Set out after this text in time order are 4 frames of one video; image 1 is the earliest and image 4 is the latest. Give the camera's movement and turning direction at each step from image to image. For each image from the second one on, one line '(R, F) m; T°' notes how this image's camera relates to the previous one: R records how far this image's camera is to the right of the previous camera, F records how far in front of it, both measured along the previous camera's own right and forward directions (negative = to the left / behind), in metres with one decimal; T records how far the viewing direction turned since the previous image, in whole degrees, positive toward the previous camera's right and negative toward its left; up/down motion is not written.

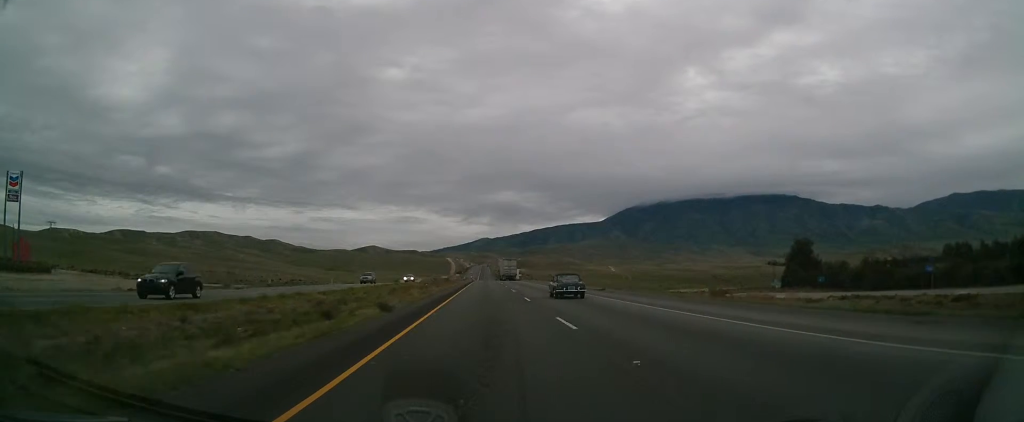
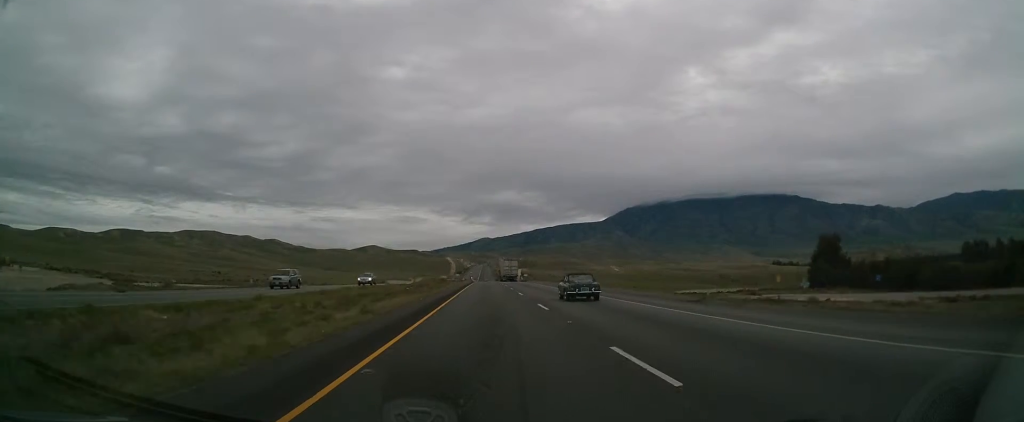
(+0.1, +21.2) m; 0°
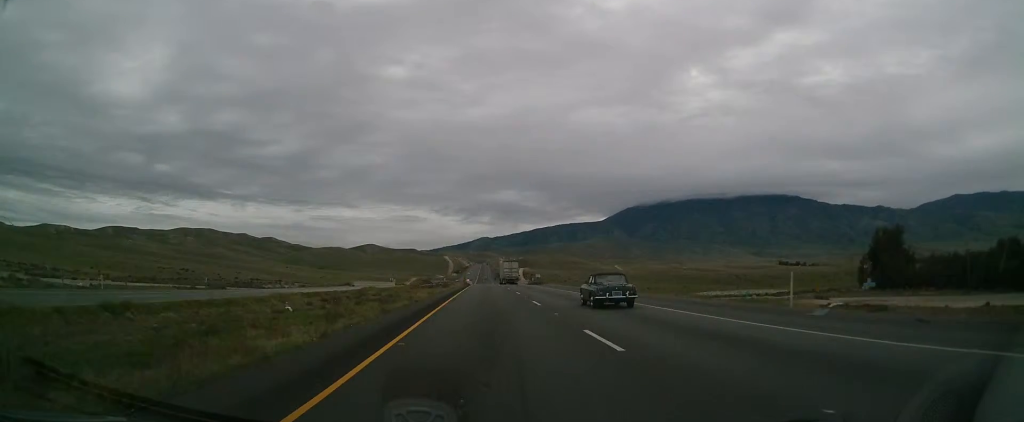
(+0.2, +43.2) m; 0°
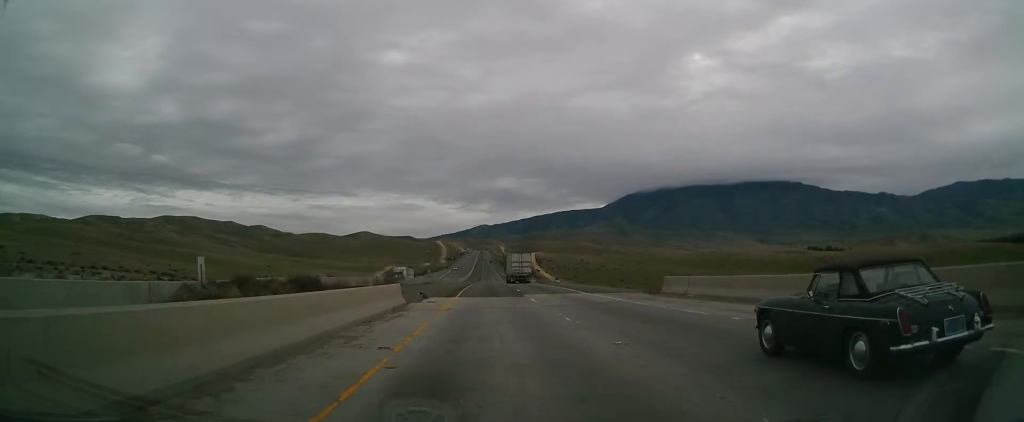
(+0.2, +146.6) m; 0°
